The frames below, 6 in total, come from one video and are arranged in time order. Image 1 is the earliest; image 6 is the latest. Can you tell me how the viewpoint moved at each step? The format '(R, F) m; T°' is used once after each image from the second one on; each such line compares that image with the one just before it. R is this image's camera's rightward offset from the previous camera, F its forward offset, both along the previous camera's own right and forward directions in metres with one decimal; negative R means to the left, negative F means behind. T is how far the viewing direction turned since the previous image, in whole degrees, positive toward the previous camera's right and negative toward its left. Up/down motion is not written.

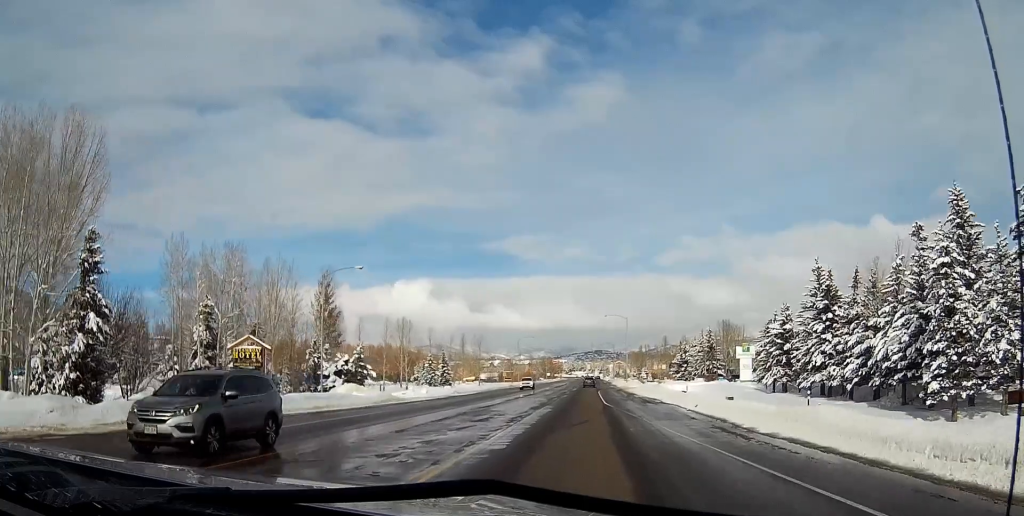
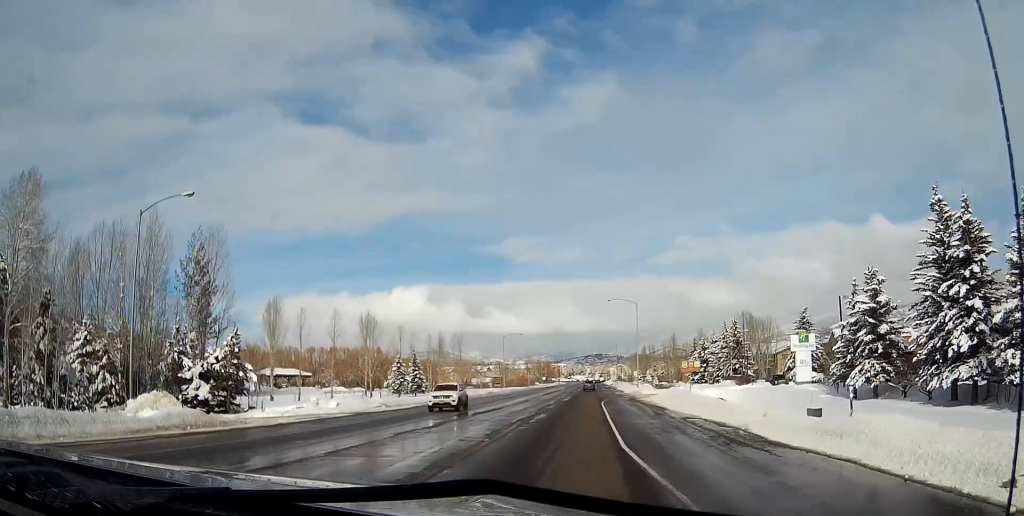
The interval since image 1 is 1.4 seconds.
(-0.1, +29.0) m; 0°
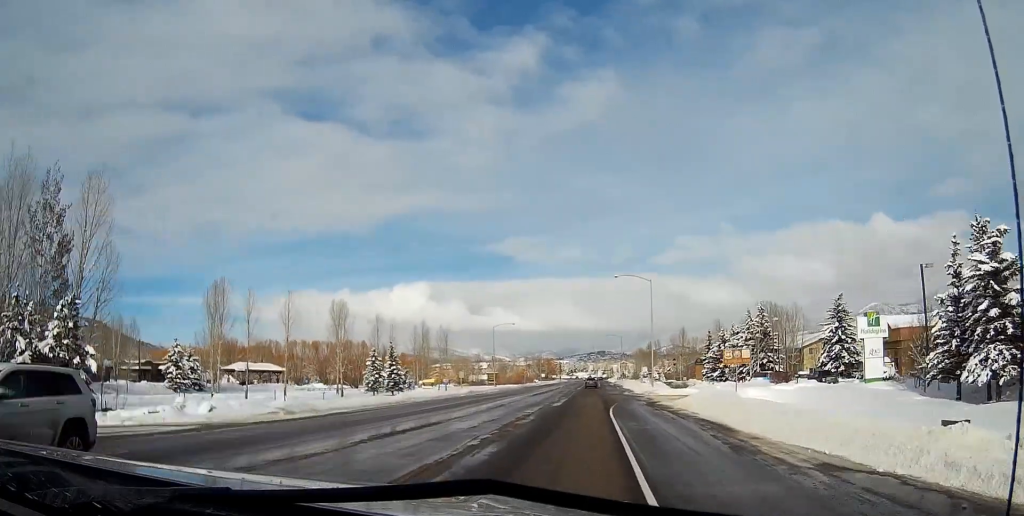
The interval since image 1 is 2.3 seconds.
(0.0, +19.2) m; 0°
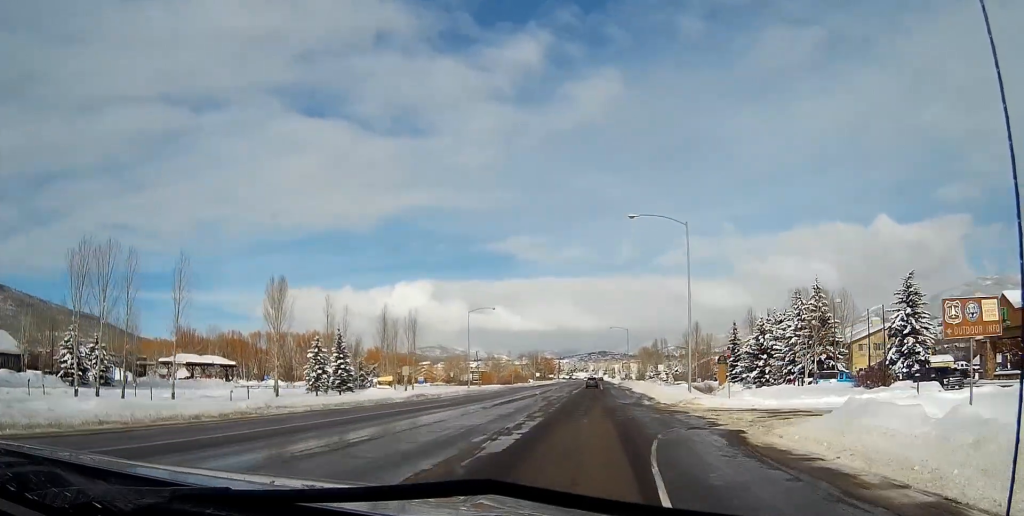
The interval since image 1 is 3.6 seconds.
(+0.2, +28.7) m; +1°
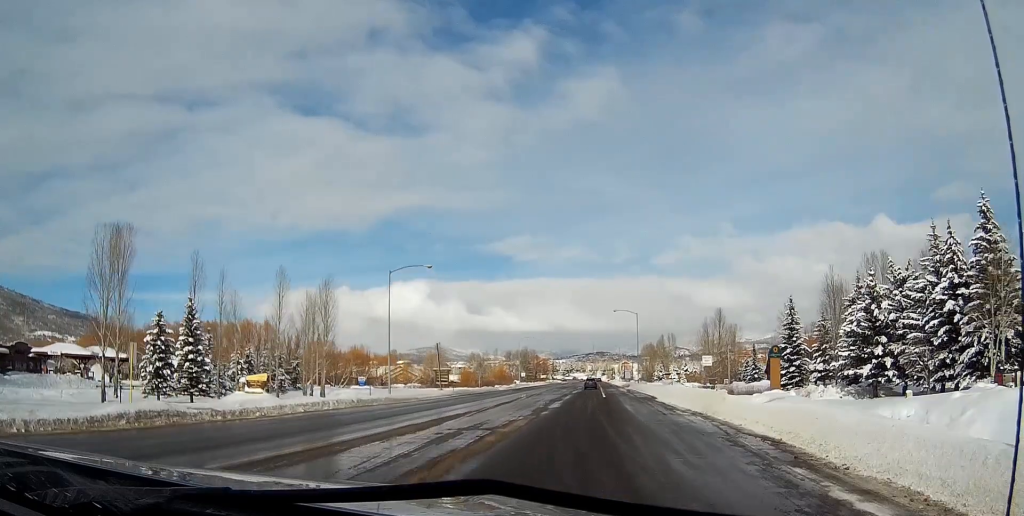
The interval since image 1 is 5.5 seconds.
(0.0, +40.9) m; 0°
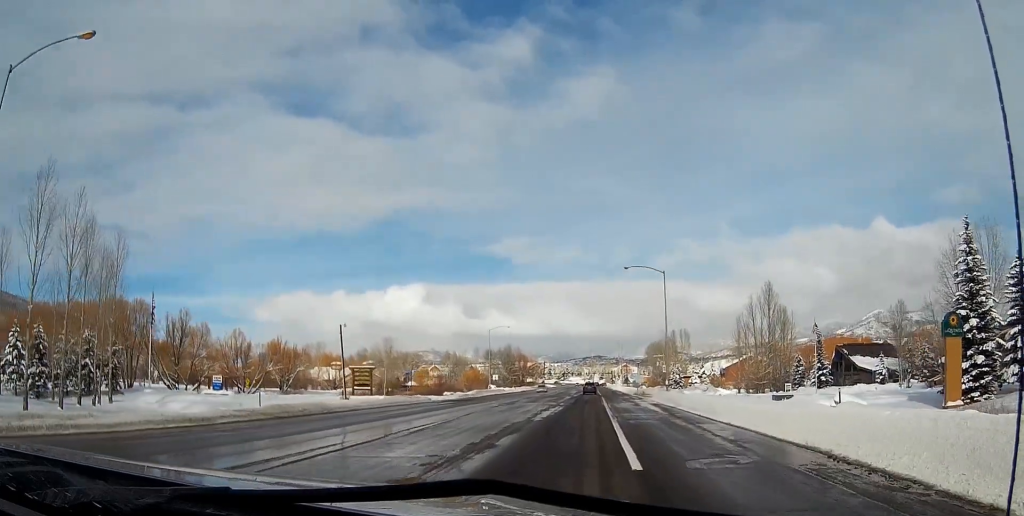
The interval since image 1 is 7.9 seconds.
(0.0, +49.6) m; 0°
